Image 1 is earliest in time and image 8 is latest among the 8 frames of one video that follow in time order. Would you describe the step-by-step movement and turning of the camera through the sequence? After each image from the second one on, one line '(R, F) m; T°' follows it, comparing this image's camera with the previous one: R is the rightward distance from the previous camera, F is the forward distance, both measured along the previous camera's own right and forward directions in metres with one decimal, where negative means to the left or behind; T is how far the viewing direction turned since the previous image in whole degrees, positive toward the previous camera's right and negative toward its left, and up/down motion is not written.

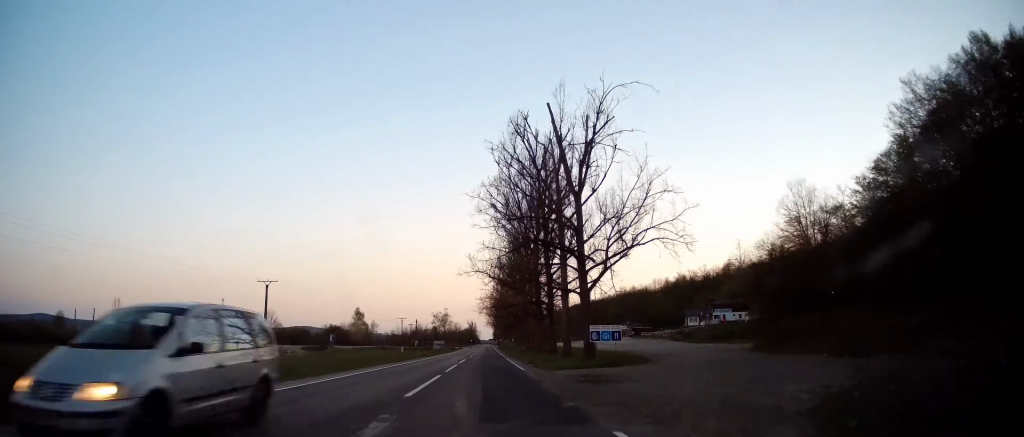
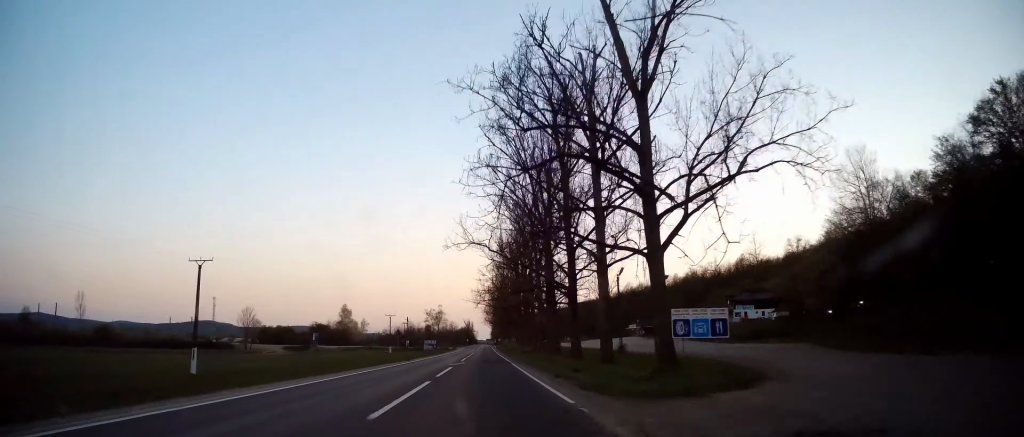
(0.0, +15.5) m; 0°
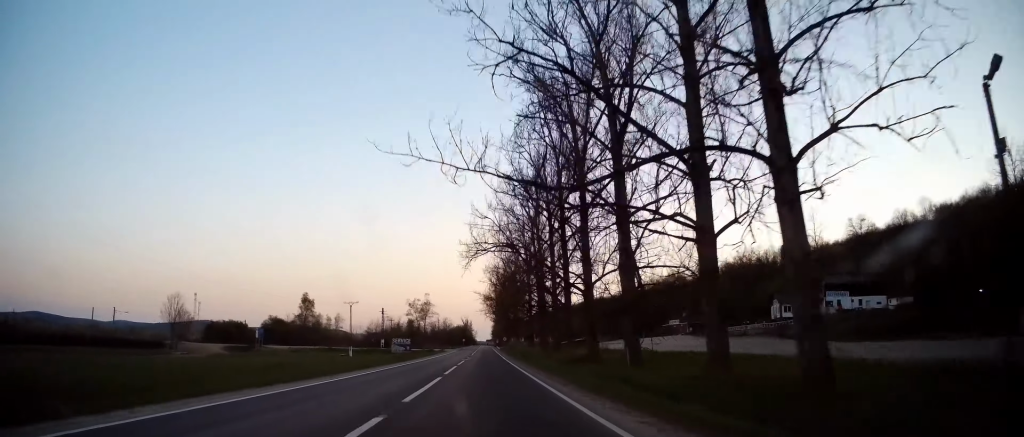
(+0.2, +41.5) m; +1°
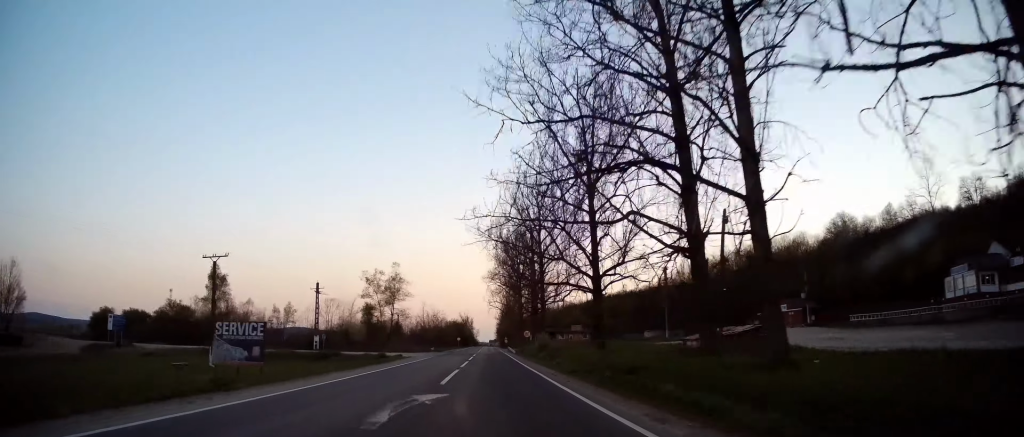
(-0.2, +52.9) m; -1°
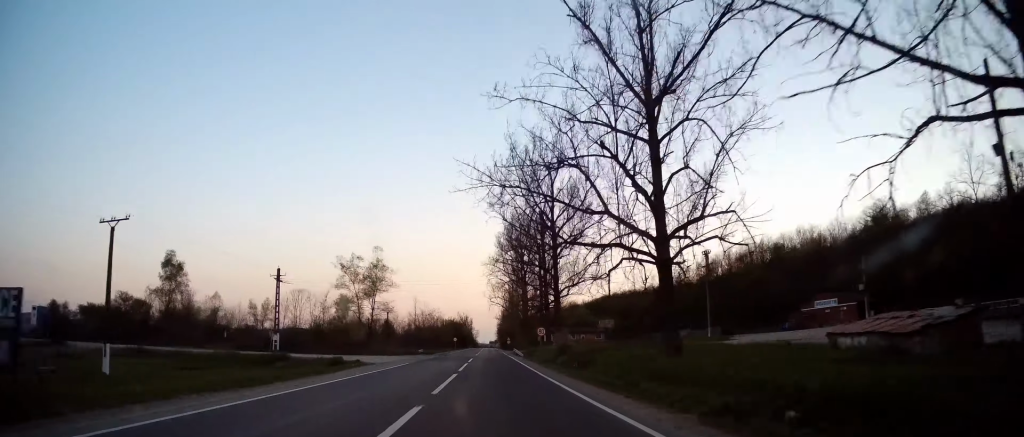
(0.0, +15.2) m; 0°
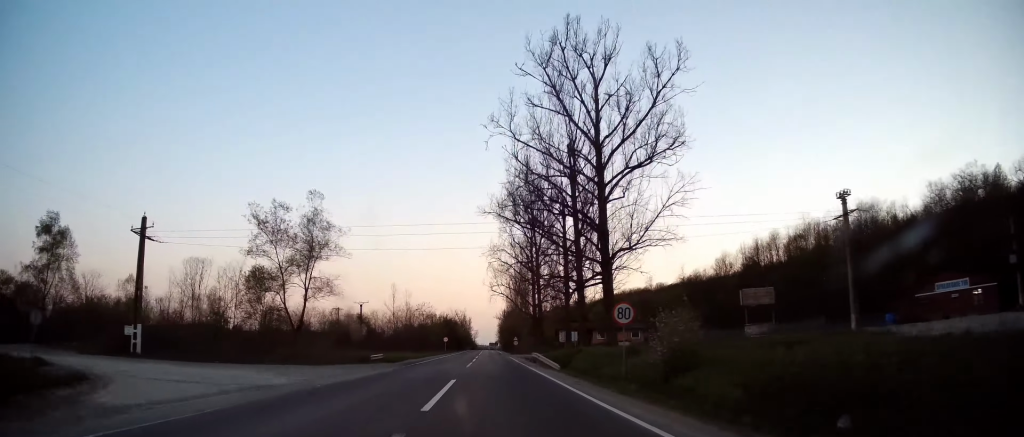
(+0.2, +26.7) m; +1°
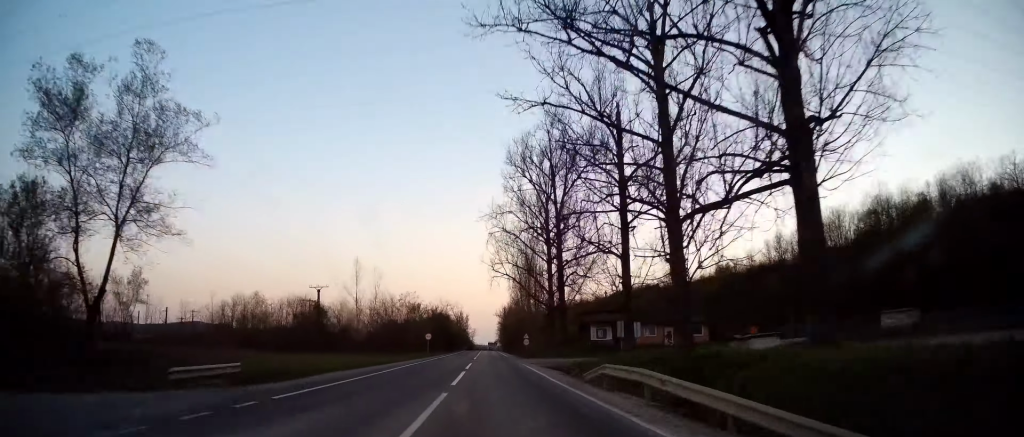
(+0.1, +24.9) m; 0°
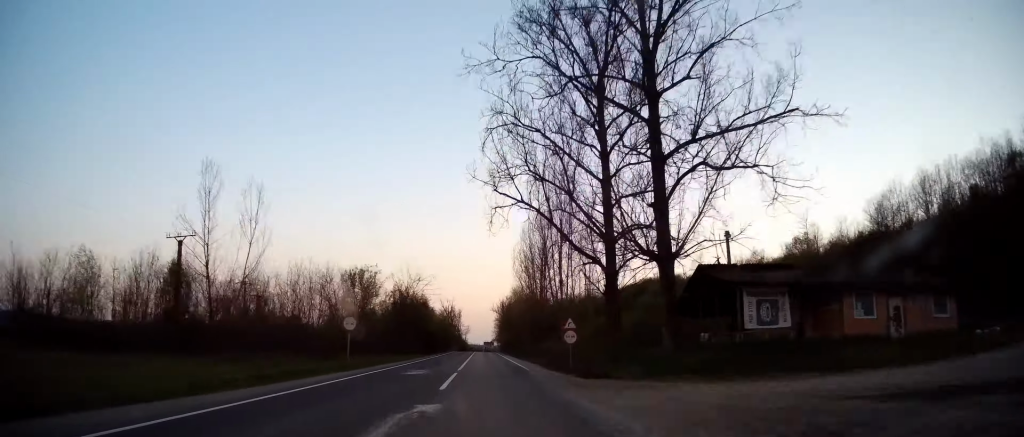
(0.0, +34.7) m; 0°
